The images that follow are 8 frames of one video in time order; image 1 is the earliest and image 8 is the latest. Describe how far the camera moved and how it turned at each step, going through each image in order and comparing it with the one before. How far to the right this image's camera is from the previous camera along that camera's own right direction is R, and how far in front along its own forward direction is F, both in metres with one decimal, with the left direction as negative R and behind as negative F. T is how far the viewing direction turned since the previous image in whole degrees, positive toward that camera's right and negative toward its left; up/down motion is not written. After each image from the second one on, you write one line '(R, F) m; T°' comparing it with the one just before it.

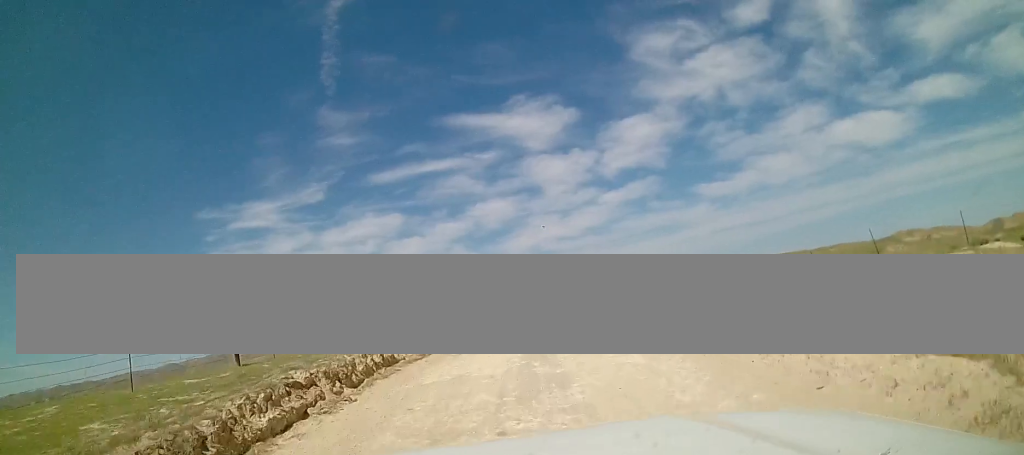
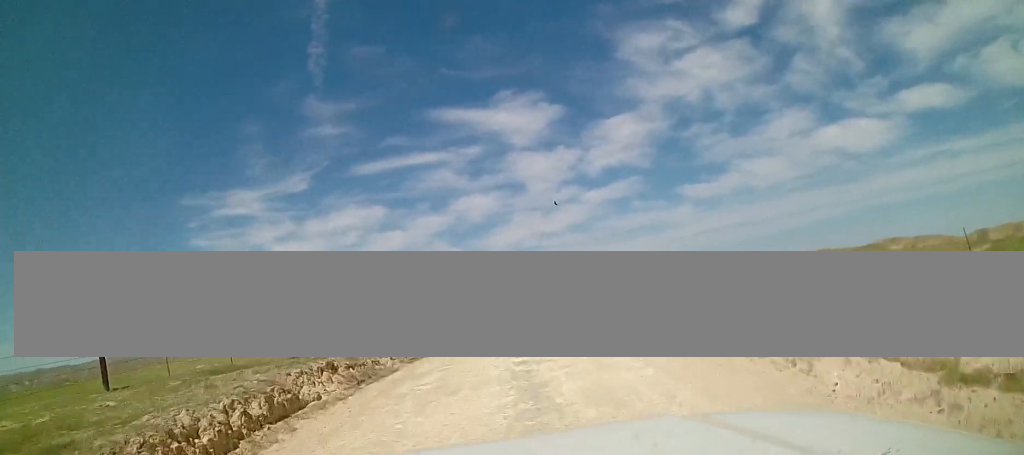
(+0.2, +6.4) m; +3°
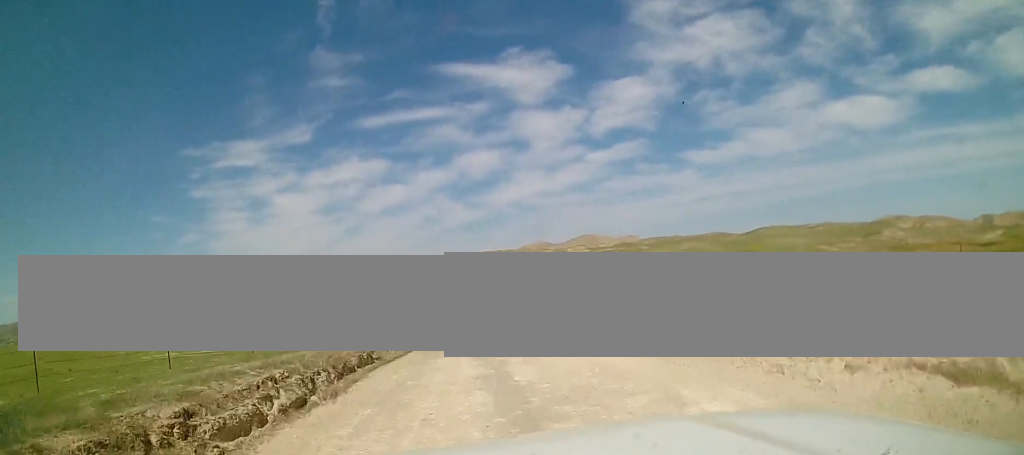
(+0.9, +15.8) m; +1°
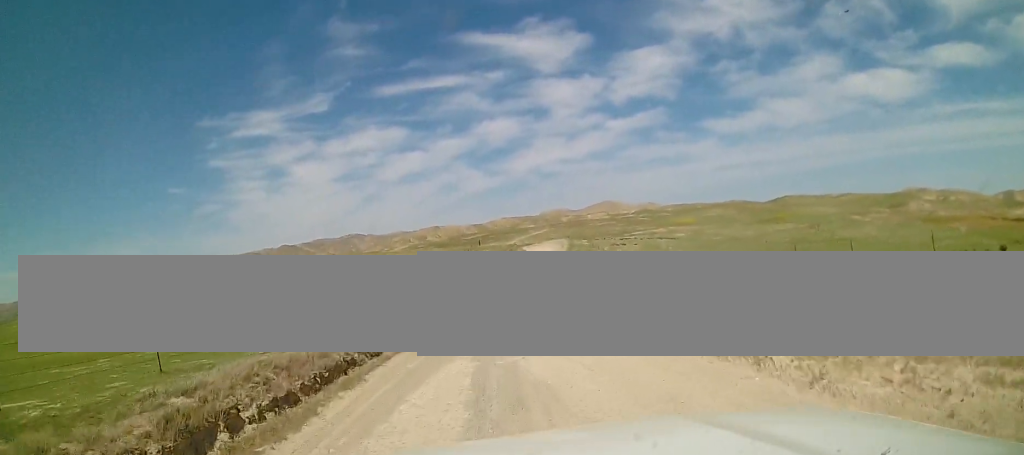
(-0.8, +12.8) m; -3°
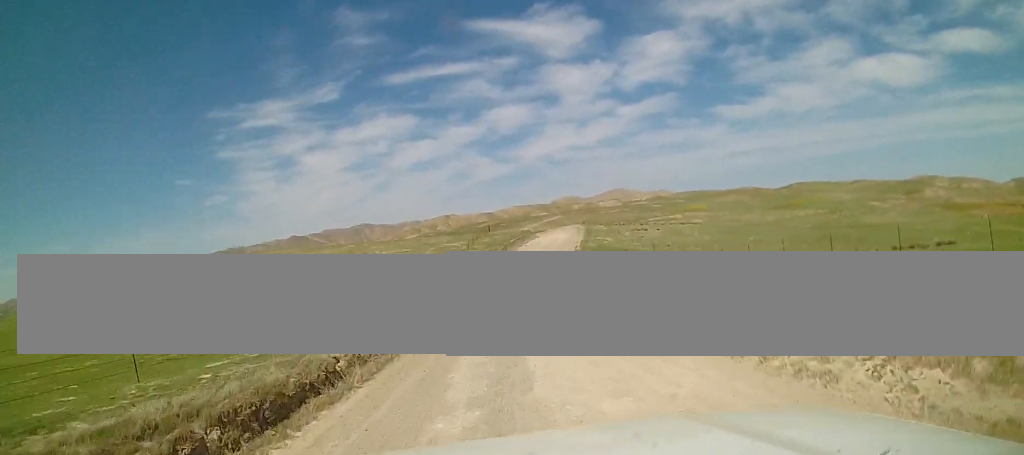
(+0.3, +6.8) m; 0°
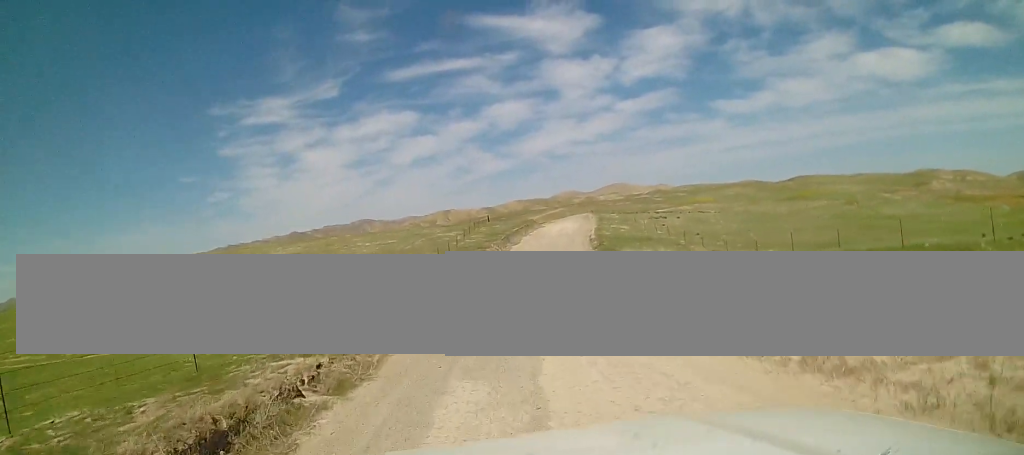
(-0.2, +9.2) m; 0°
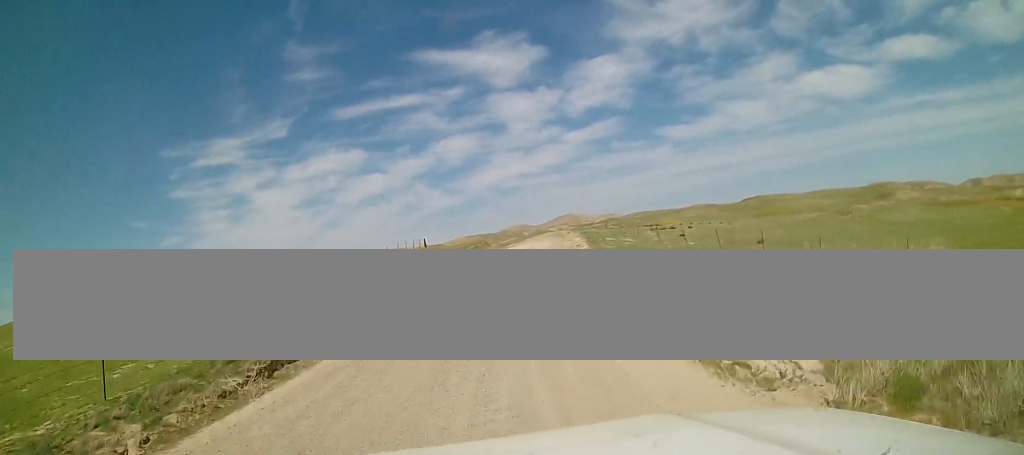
(+1.4, +22.2) m; +7°
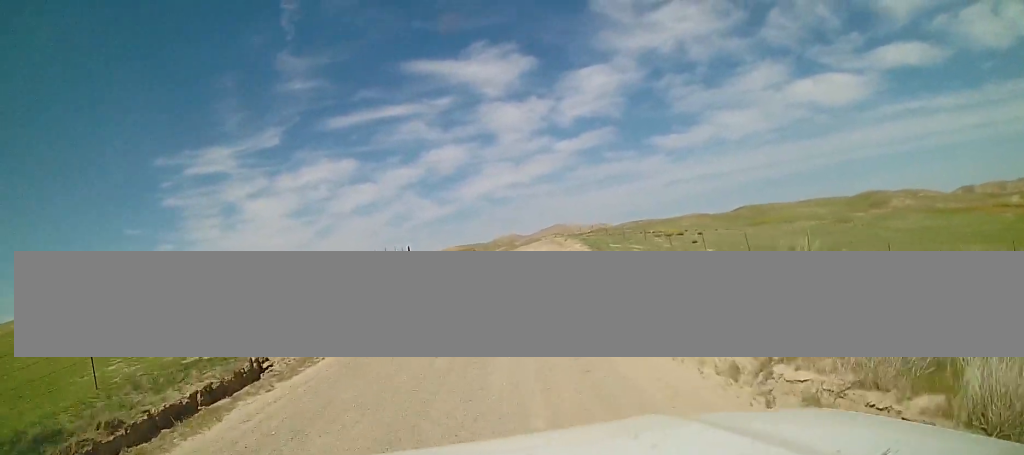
(0.0, +5.2) m; 0°
